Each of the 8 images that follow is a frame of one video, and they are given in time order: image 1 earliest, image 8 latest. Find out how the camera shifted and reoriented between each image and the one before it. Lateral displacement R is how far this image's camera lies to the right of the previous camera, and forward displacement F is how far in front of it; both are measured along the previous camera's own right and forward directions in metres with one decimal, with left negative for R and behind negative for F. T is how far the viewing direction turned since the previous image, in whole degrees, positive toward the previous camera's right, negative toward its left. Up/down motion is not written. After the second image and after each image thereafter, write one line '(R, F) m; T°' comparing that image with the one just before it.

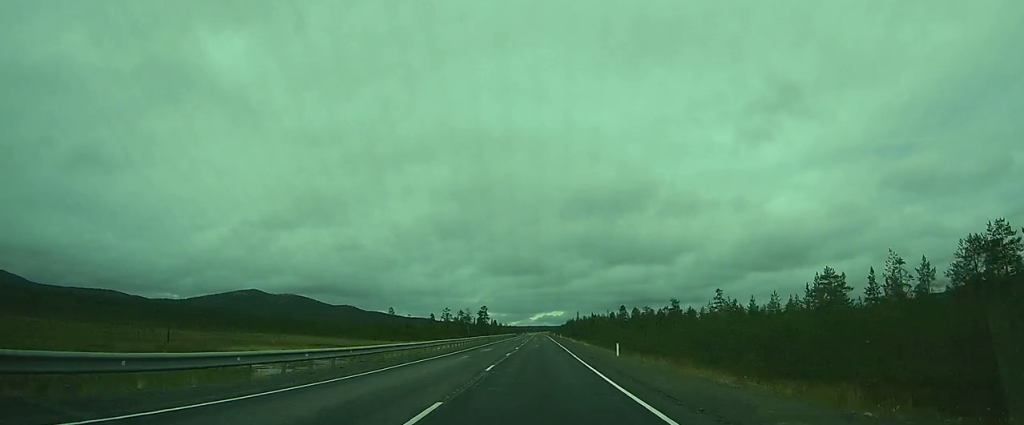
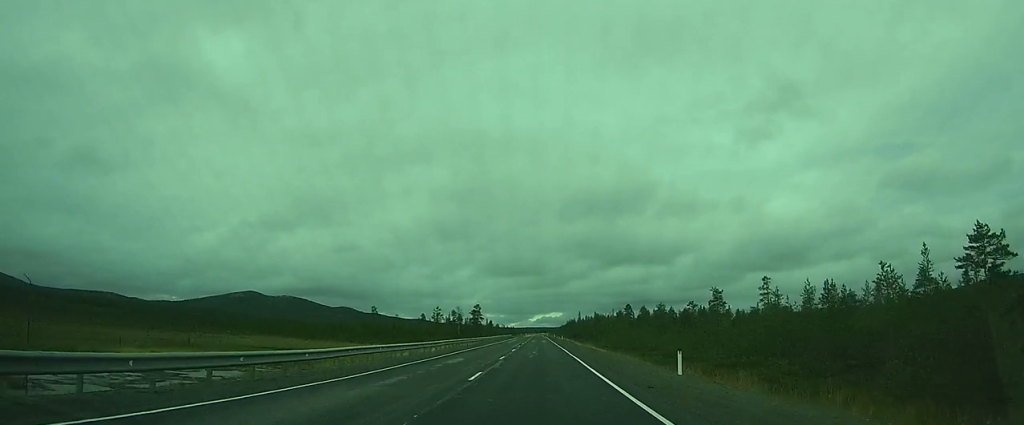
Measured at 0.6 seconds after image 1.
(+0.2, +14.4) m; +1°
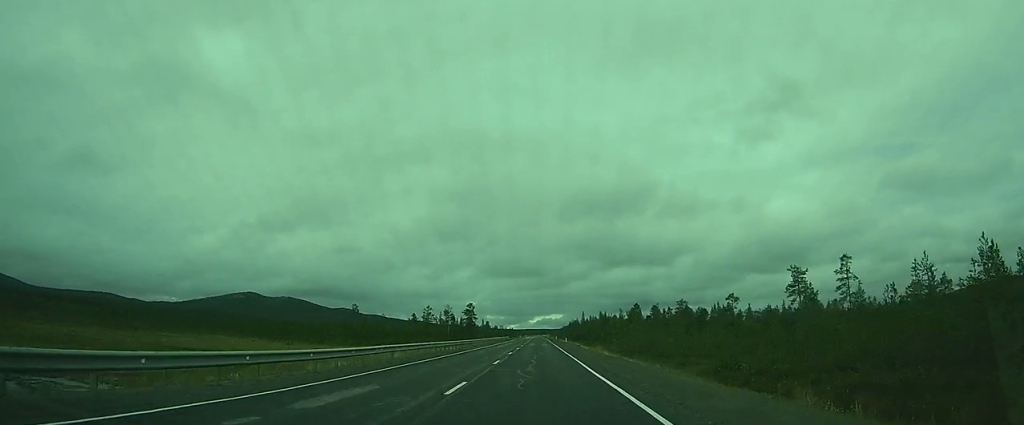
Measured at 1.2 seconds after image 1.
(+0.1, +14.0) m; 0°
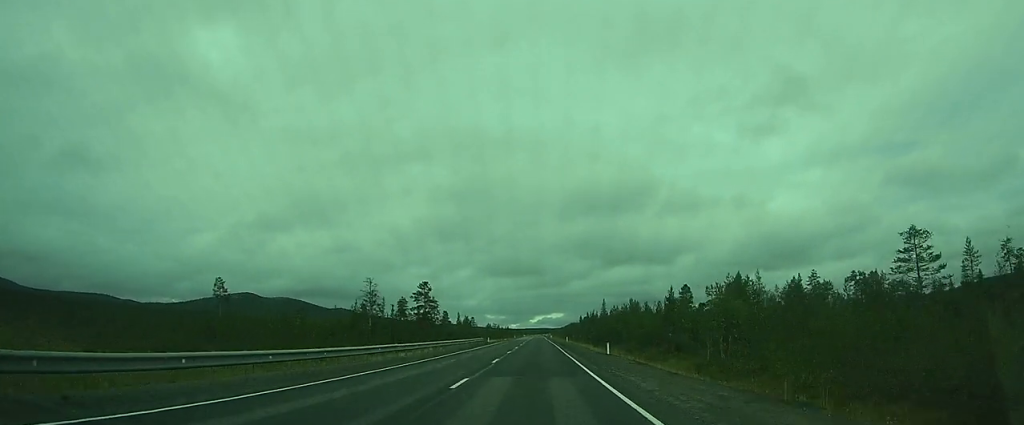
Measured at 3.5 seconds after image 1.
(0.0, +50.7) m; 0°
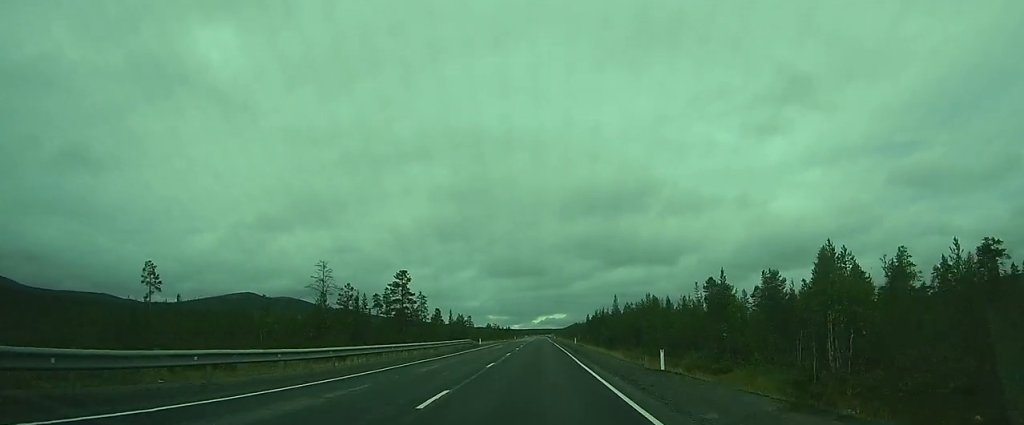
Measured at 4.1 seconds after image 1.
(0.0, +15.6) m; 0°
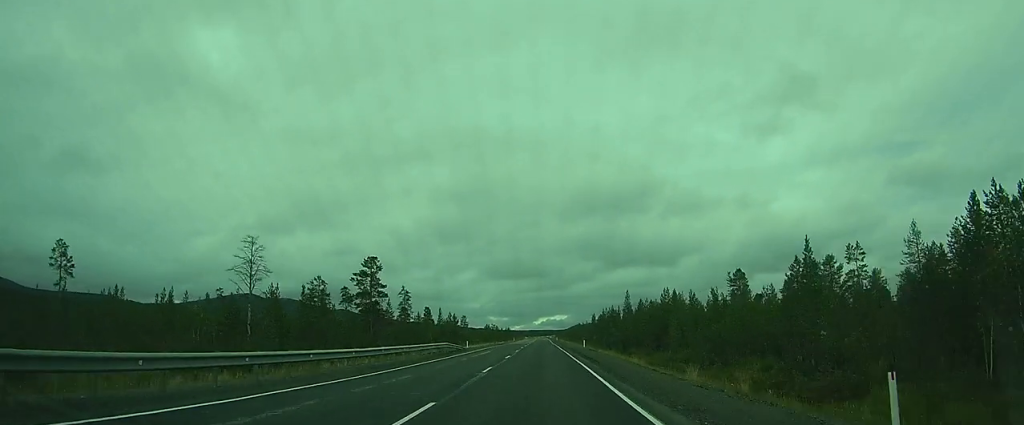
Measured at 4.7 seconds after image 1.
(0.0, +16.1) m; -1°
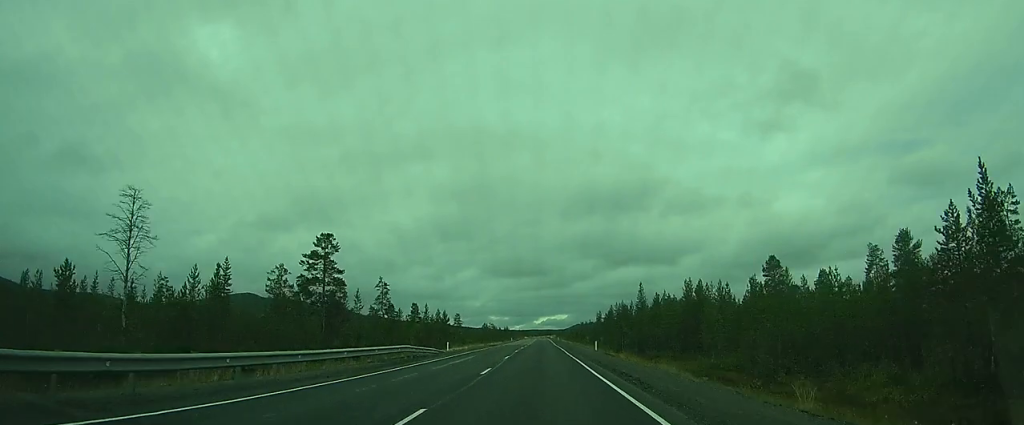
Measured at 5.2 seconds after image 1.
(-0.1, +15.3) m; -1°
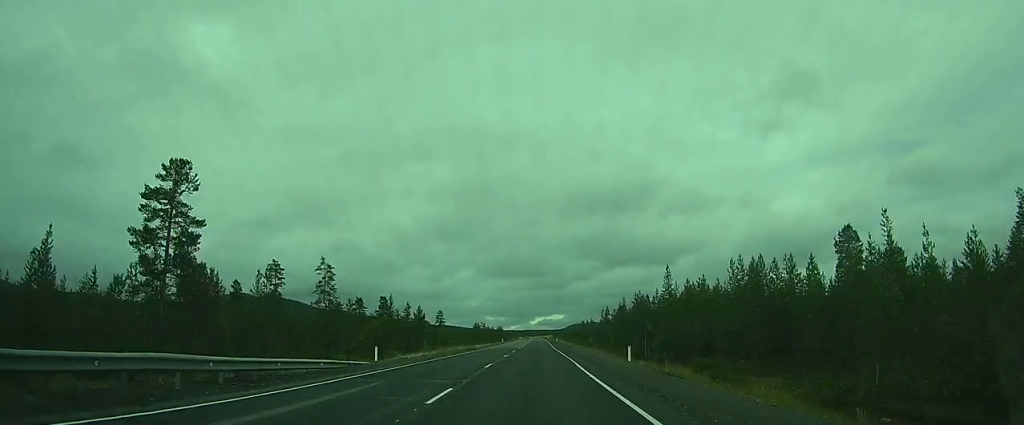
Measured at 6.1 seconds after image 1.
(-0.3, +23.9) m; -1°
